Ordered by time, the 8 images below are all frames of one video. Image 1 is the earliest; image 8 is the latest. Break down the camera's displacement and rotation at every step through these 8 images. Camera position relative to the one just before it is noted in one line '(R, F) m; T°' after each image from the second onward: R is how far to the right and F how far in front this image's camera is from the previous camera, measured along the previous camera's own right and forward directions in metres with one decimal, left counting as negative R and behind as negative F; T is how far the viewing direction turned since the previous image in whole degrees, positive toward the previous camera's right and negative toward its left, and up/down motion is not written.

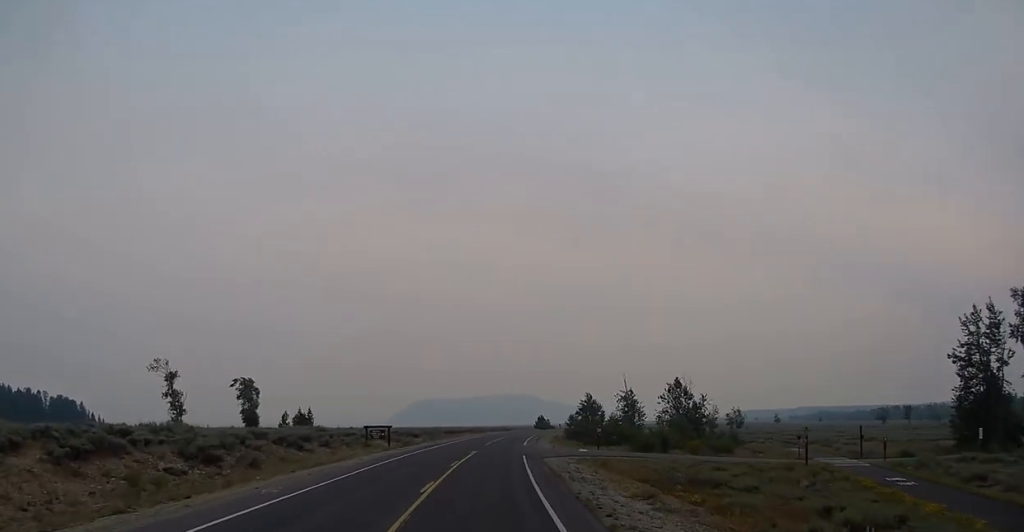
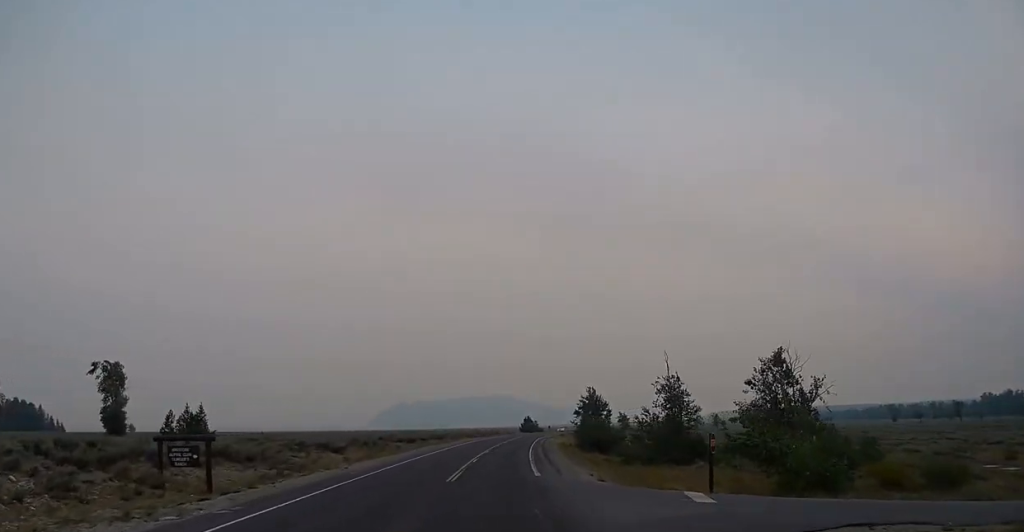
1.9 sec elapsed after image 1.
(+1.3, +36.4) m; +4°
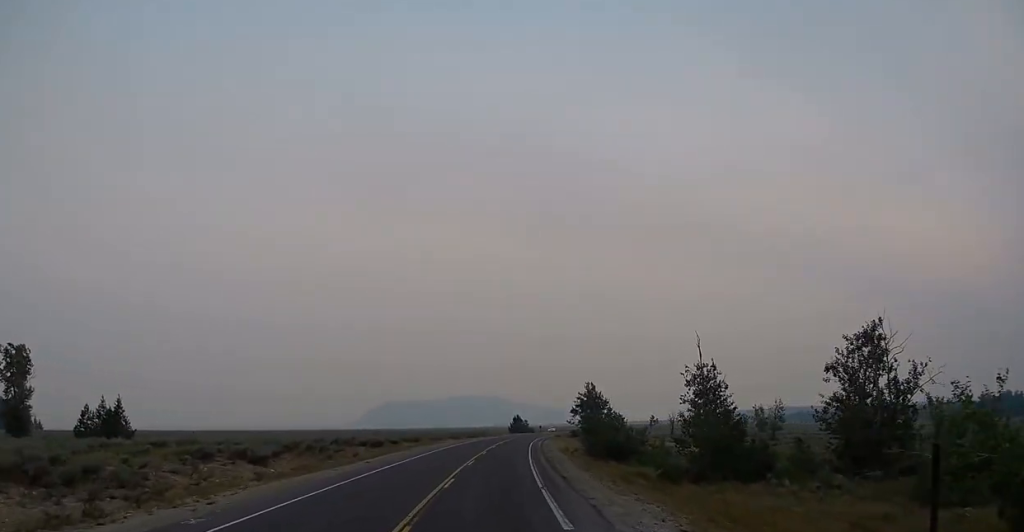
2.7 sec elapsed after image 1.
(+0.2, +14.8) m; +1°
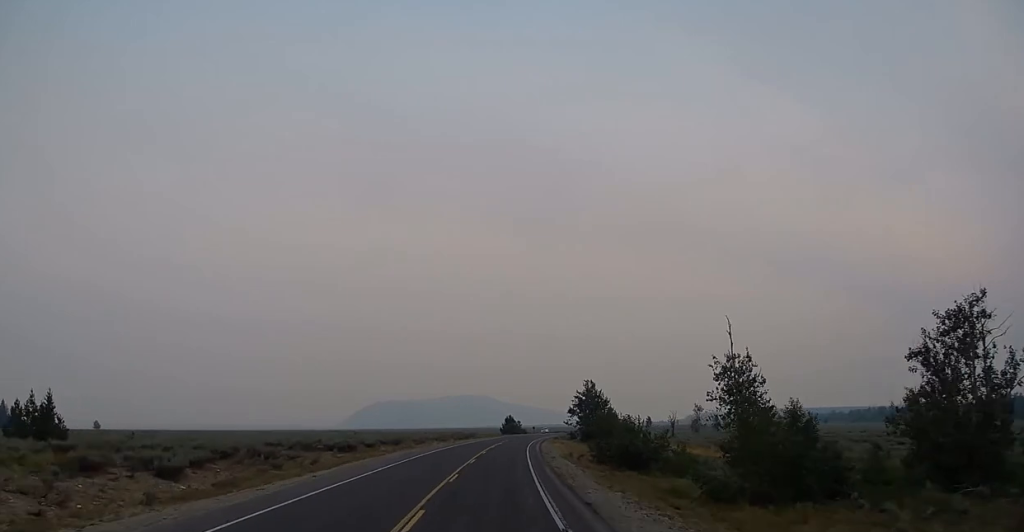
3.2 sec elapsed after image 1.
(+0.1, +9.4) m; 0°
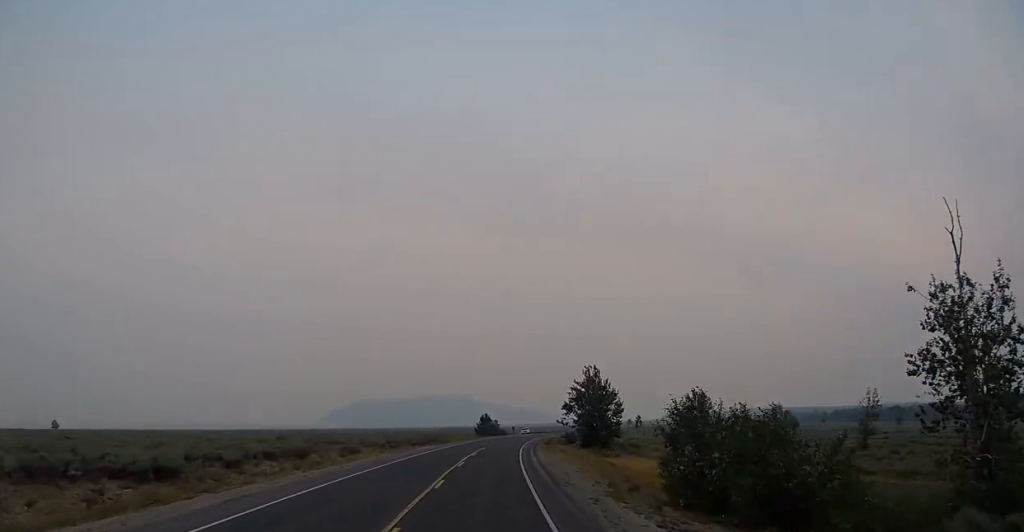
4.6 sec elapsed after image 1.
(+0.2, +27.5) m; 0°
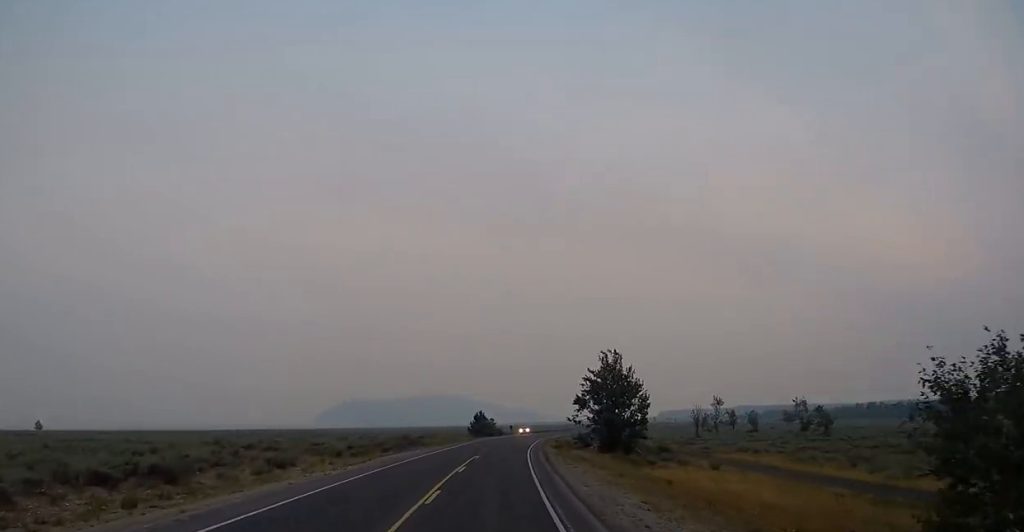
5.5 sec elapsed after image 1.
(0.0, +16.6) m; 0°
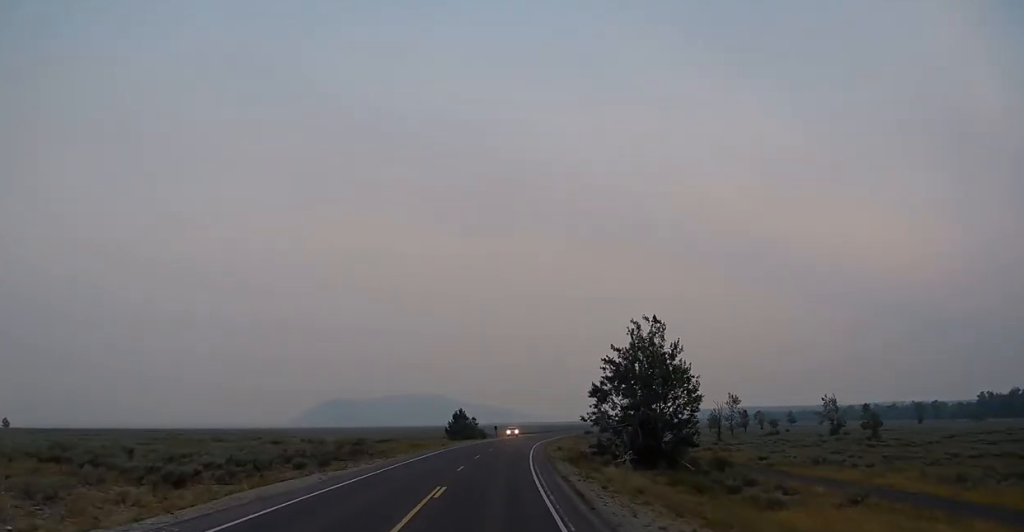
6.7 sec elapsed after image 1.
(0.0, +22.2) m; +1°
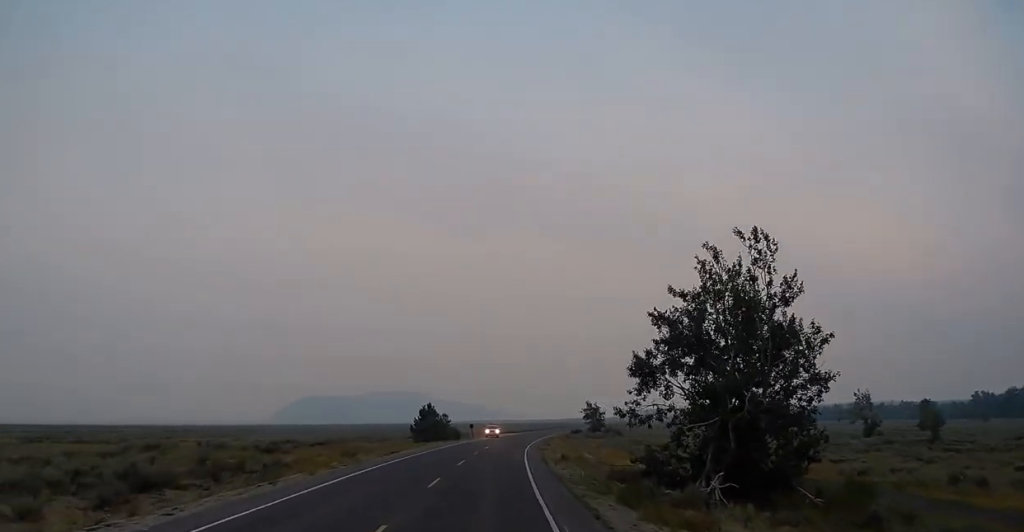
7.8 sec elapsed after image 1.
(+0.4, +21.4) m; +3°
